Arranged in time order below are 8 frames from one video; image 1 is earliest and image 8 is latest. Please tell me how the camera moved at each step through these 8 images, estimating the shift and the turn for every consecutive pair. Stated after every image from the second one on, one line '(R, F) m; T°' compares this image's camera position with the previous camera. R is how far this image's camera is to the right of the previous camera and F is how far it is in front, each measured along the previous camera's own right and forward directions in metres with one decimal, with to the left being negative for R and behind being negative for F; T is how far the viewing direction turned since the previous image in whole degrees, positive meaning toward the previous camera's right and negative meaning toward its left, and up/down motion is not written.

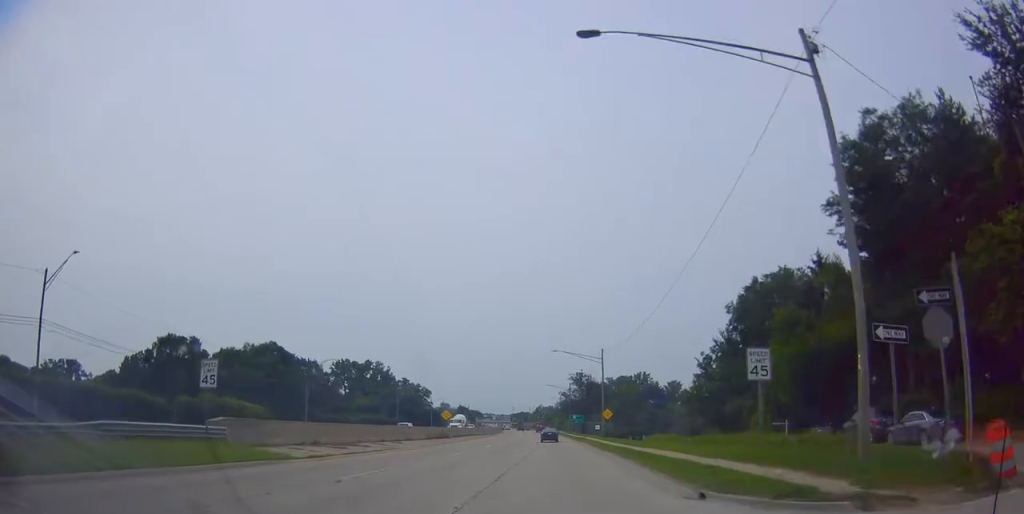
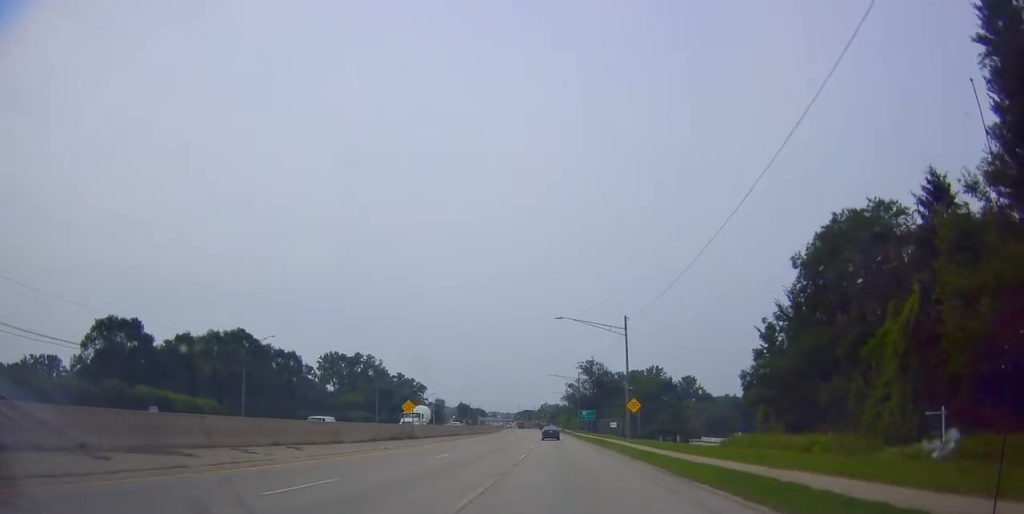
(0.0, +18.7) m; 0°
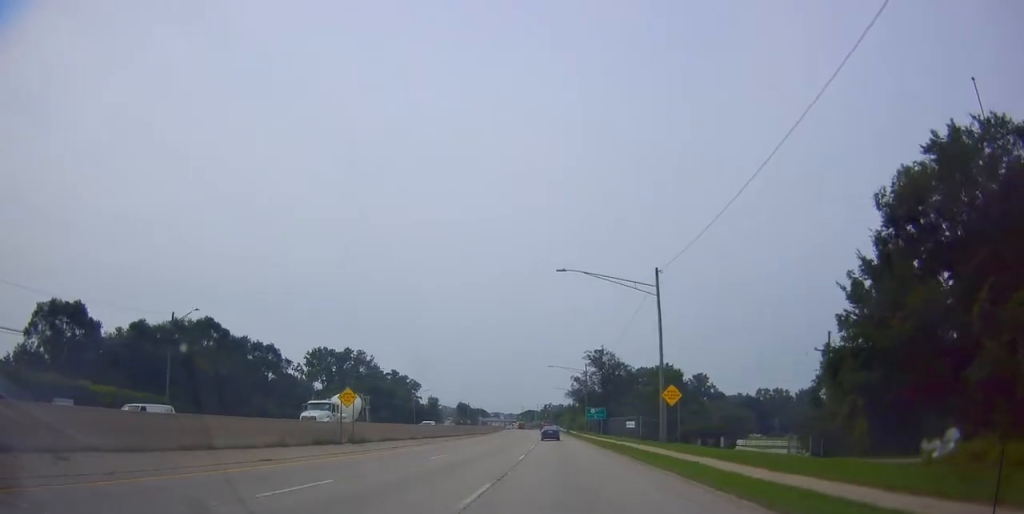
(0.0, +15.5) m; 0°
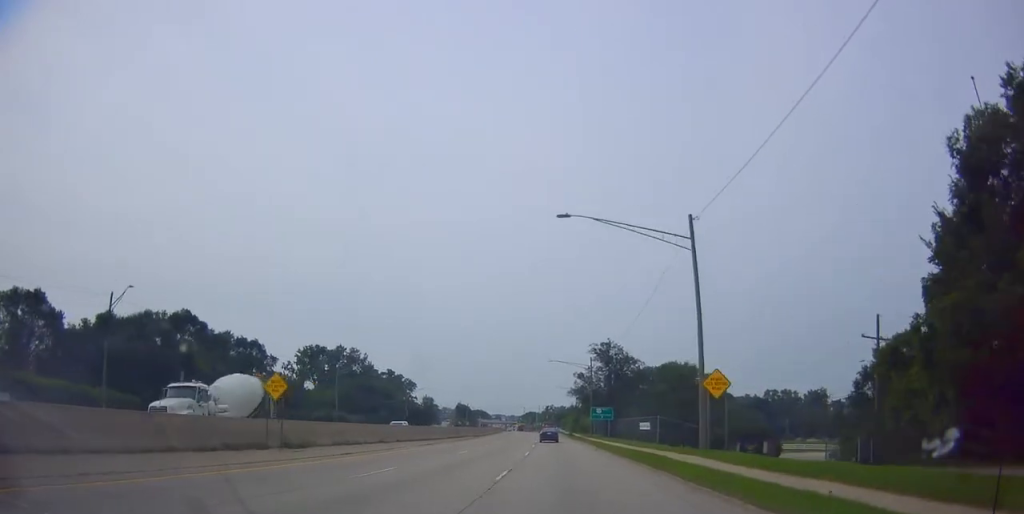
(-0.1, +10.1) m; 0°
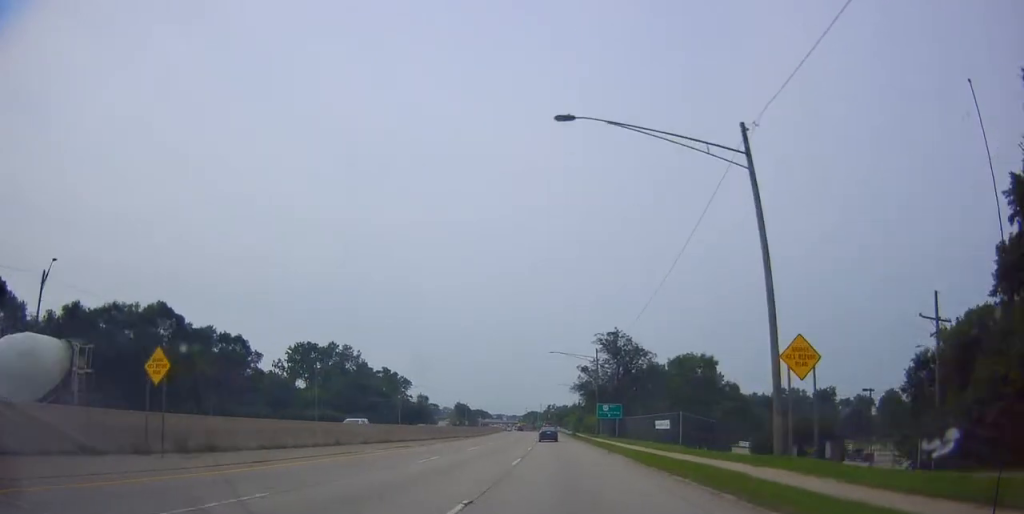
(-0.1, +9.3) m; 0°
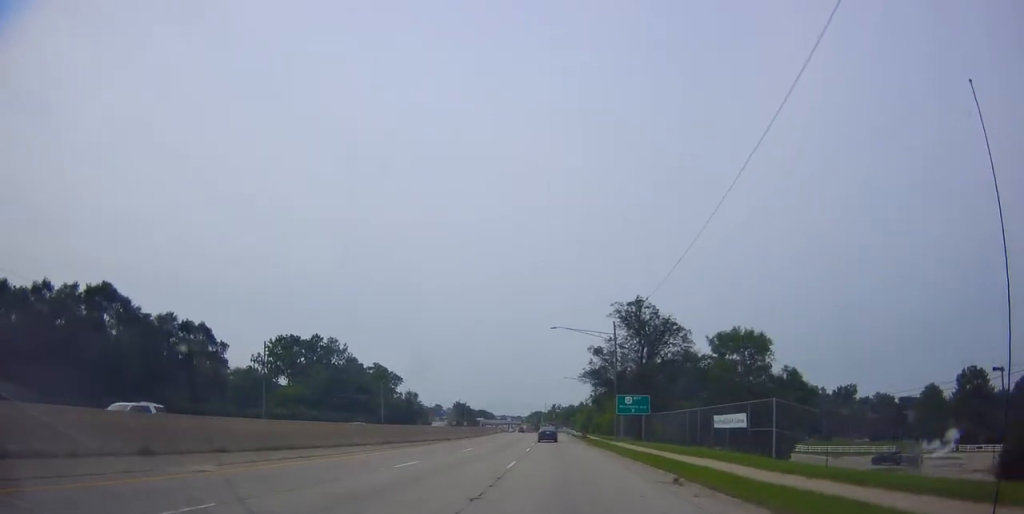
(+0.2, +15.9) m; +1°
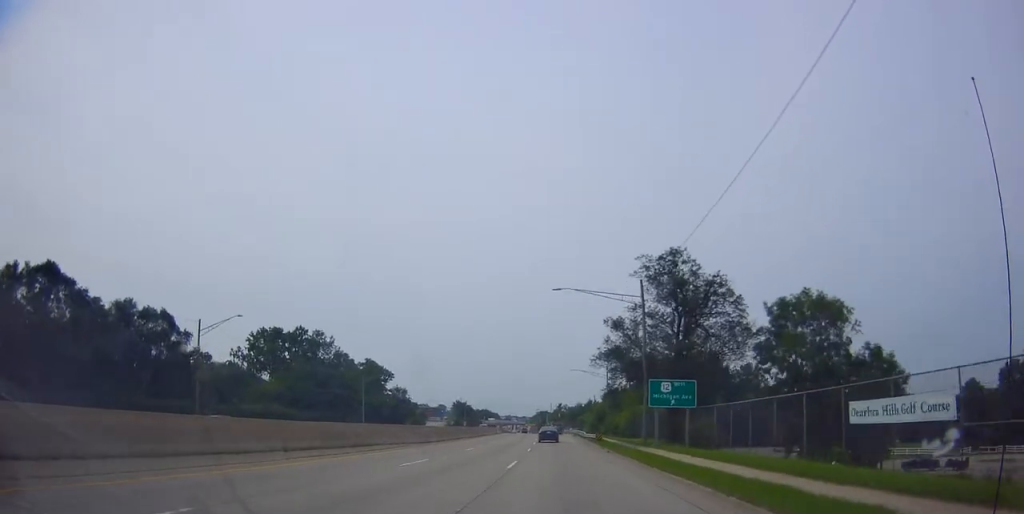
(+0.2, +13.9) m; 0°
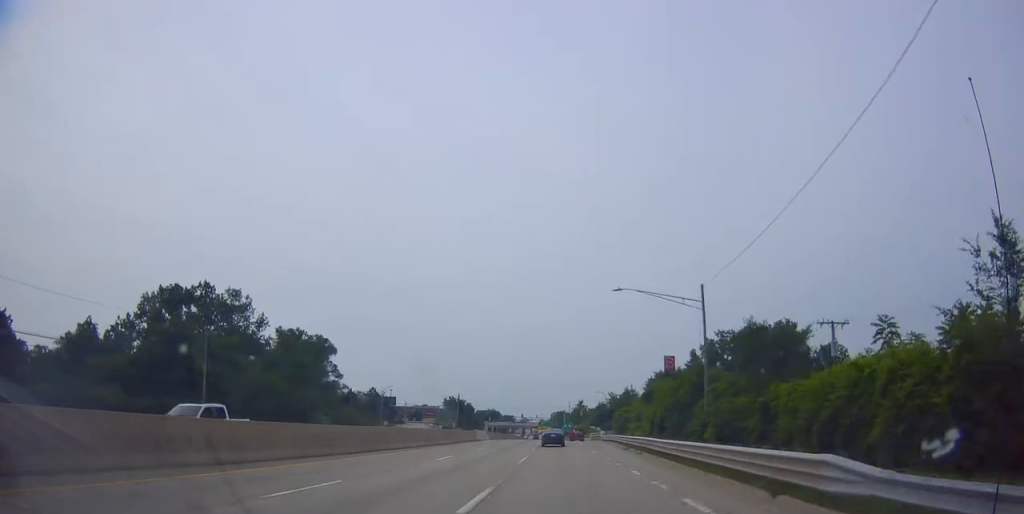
(-2.8, +52.9) m; -4°
